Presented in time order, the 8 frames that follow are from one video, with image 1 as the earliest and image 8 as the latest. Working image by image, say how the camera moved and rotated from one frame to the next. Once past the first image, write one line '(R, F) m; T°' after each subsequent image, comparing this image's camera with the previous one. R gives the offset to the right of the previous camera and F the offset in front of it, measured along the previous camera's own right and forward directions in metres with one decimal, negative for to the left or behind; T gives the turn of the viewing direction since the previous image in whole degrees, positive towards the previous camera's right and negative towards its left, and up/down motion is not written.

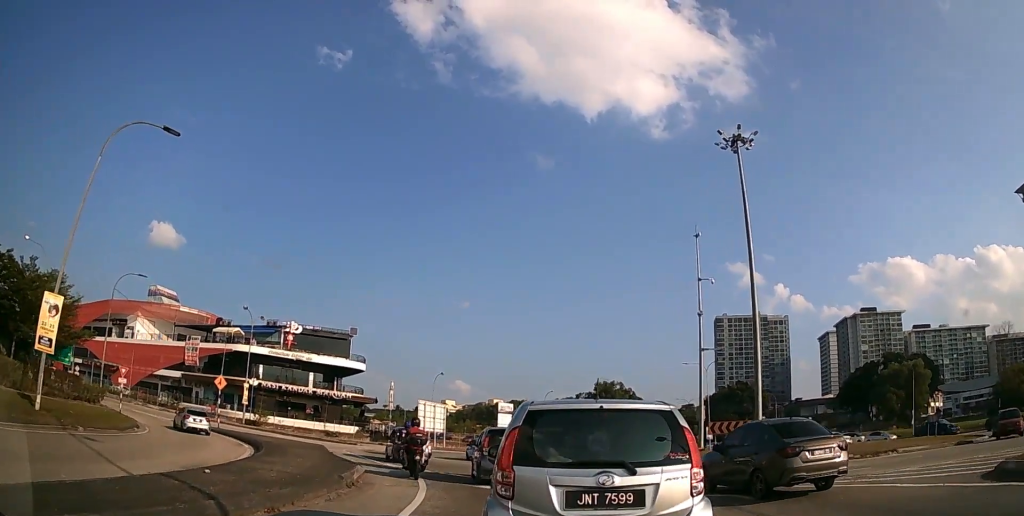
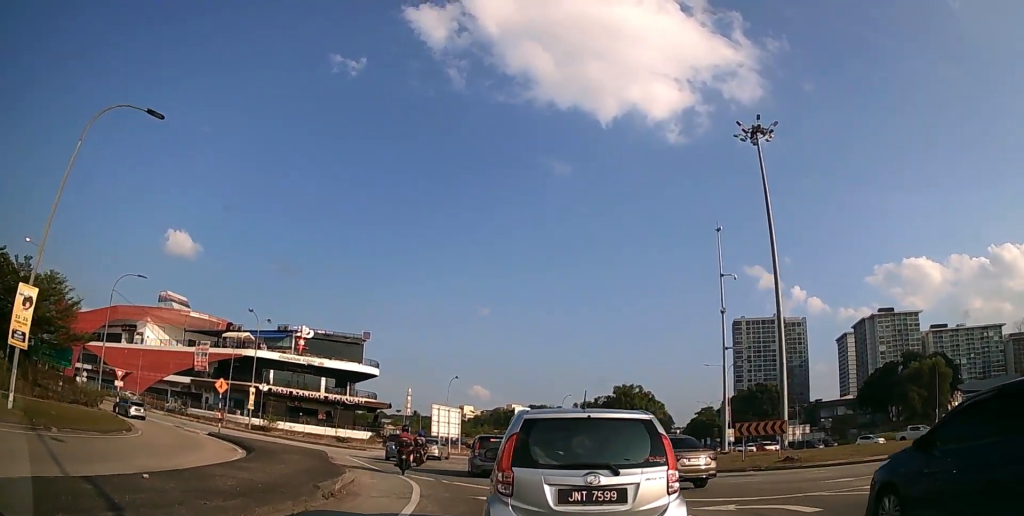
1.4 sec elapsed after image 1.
(-0.3, +1.6) m; -9°
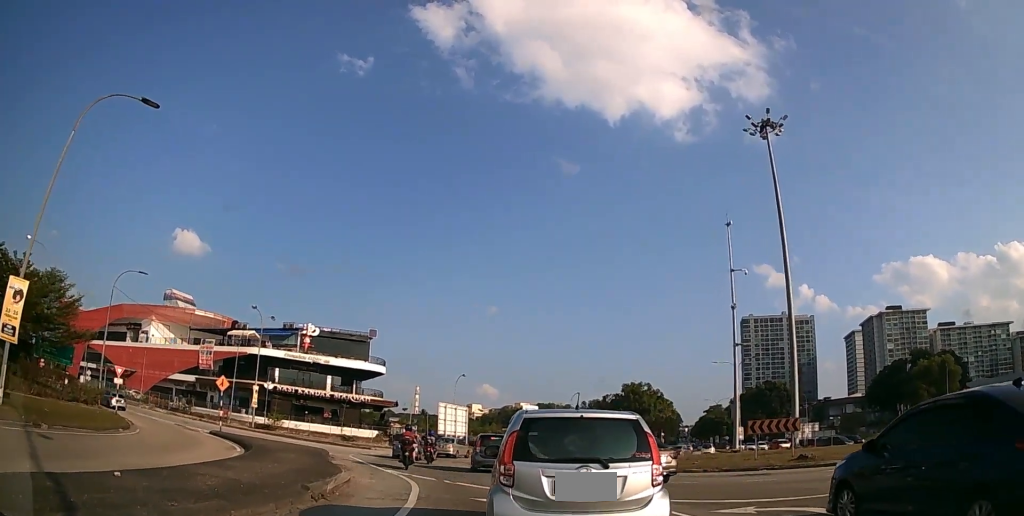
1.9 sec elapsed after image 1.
(0.0, +0.8) m; -4°
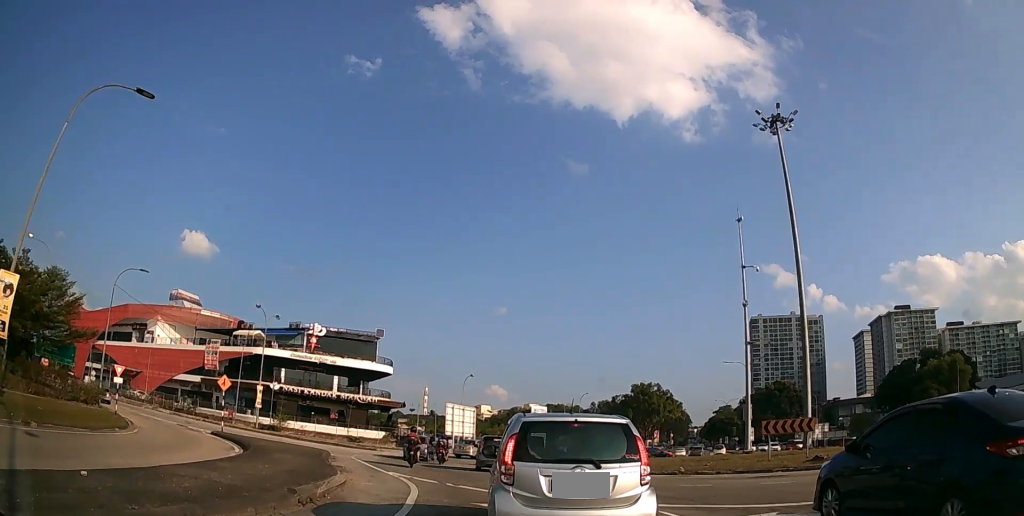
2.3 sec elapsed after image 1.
(0.0, +0.9) m; -2°
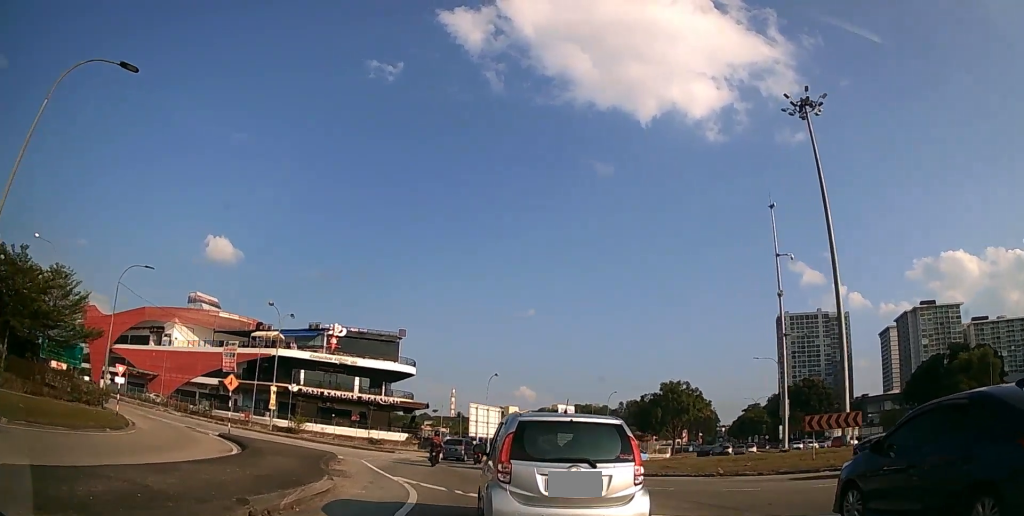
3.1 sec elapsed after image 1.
(-0.1, +2.0) m; -3°
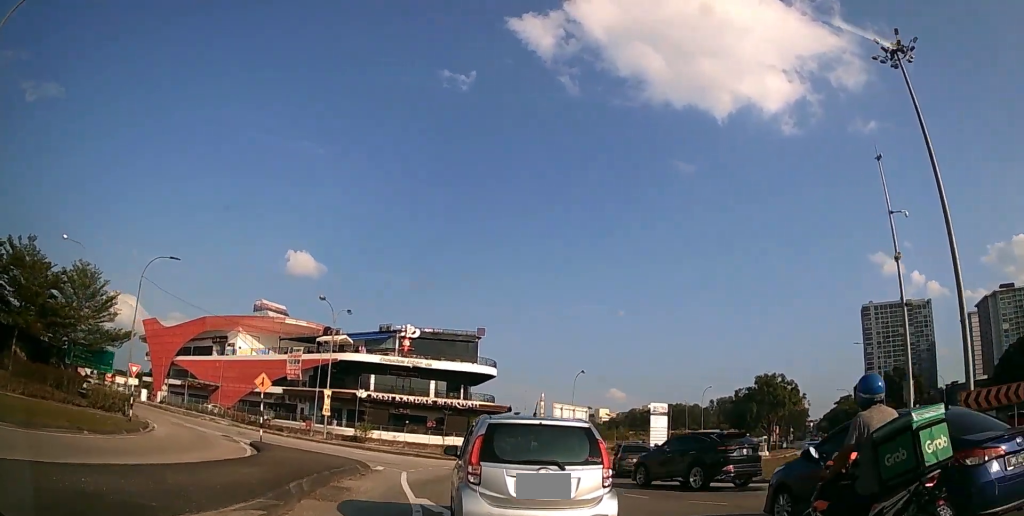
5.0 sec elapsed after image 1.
(-0.4, +5.9) m; -11°
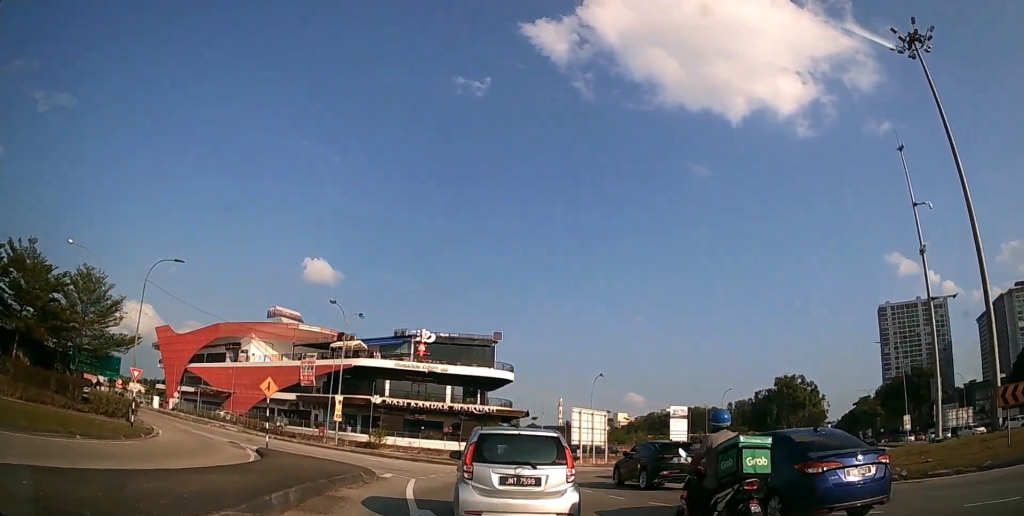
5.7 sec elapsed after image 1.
(-0.1, +1.8) m; -5°
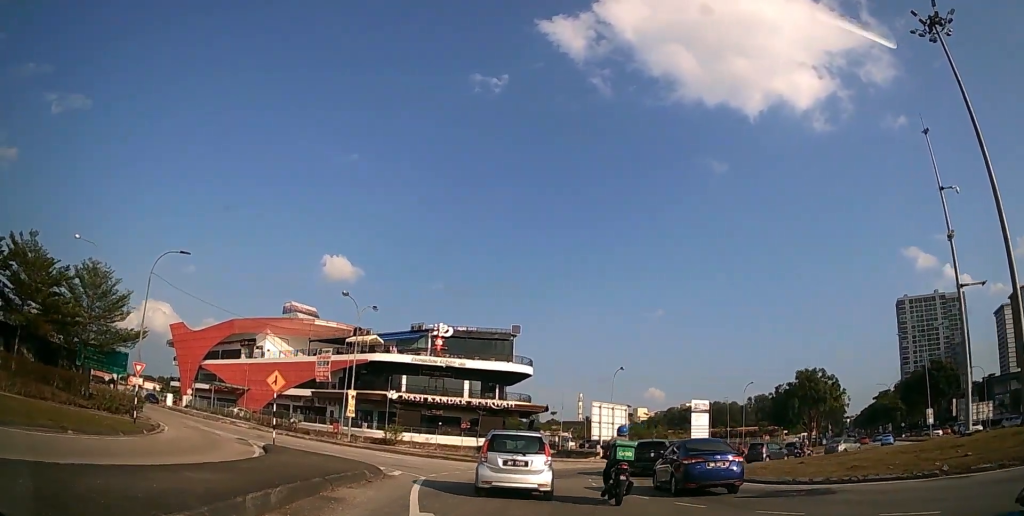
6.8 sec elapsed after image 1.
(-0.1, +1.4) m; 0°
